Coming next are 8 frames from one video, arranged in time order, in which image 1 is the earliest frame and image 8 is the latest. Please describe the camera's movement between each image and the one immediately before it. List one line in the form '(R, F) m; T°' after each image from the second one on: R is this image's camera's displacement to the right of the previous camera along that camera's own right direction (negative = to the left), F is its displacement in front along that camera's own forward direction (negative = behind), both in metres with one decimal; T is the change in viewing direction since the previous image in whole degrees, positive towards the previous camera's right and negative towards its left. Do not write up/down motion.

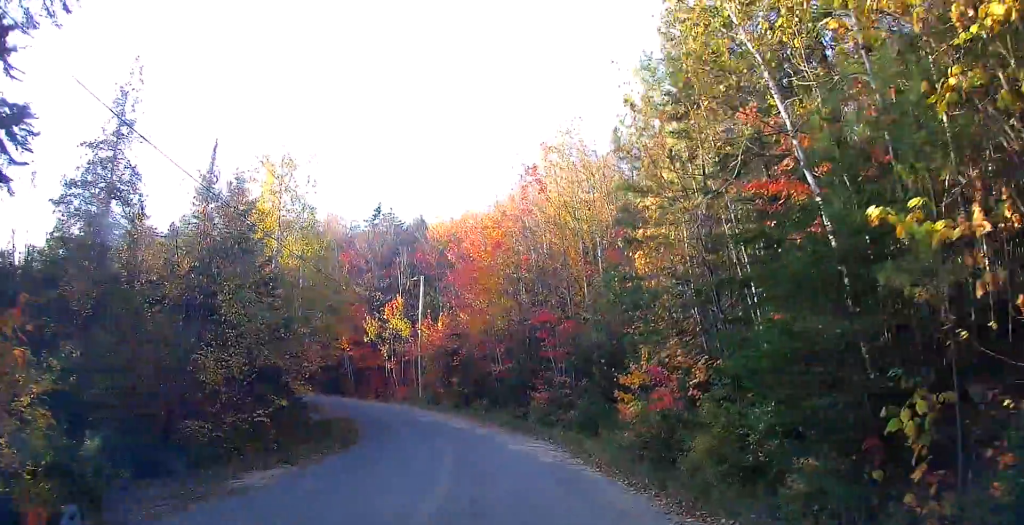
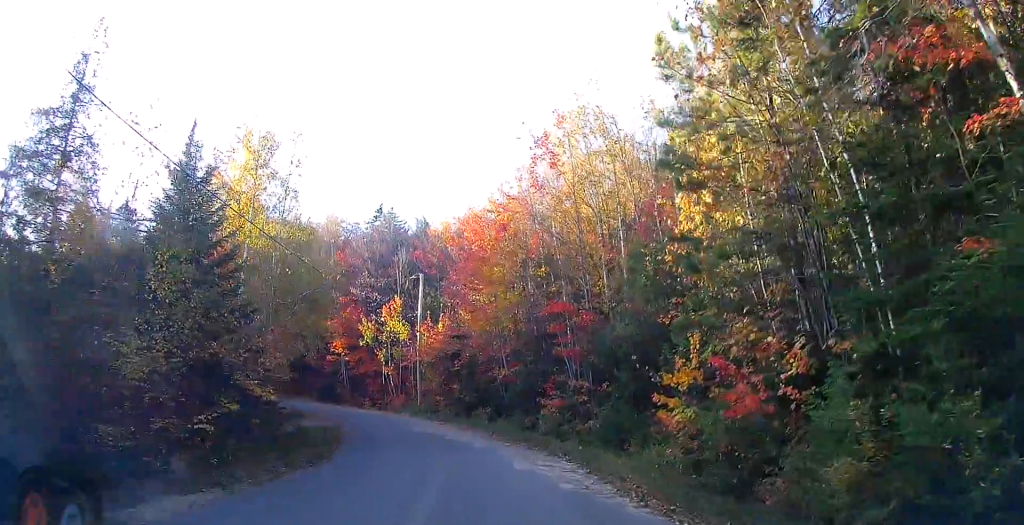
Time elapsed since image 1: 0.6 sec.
(0.0, +4.2) m; 0°
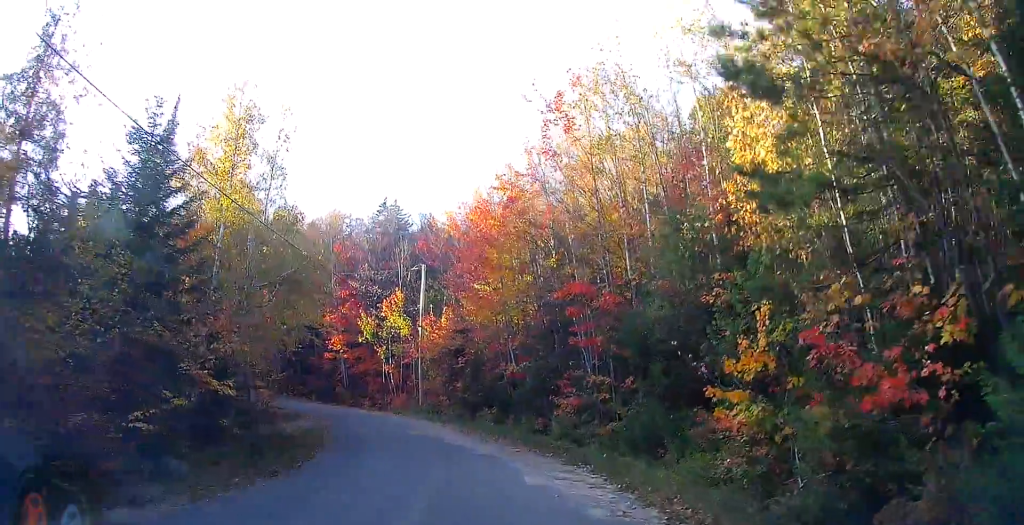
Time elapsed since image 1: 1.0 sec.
(0.0, +3.2) m; 0°
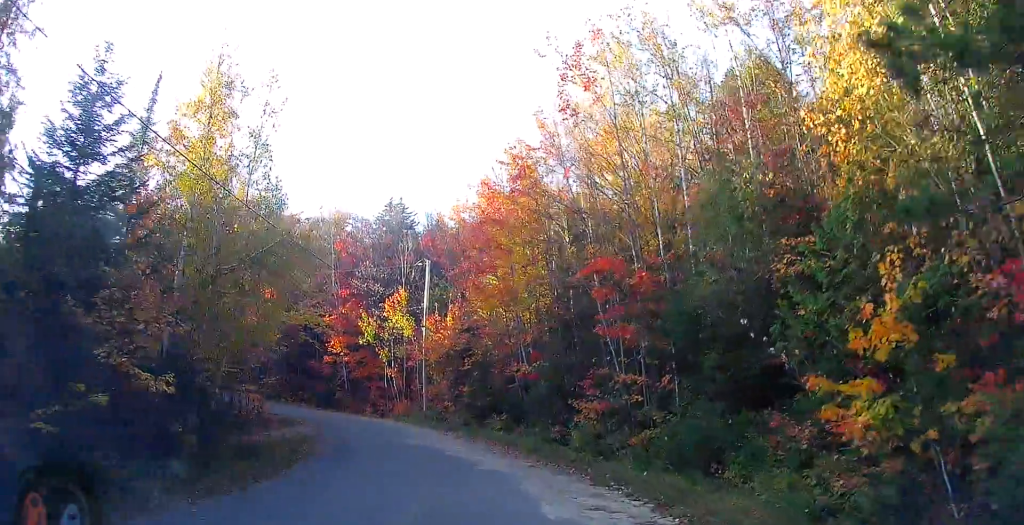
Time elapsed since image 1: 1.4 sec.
(0.0, +3.4) m; -1°
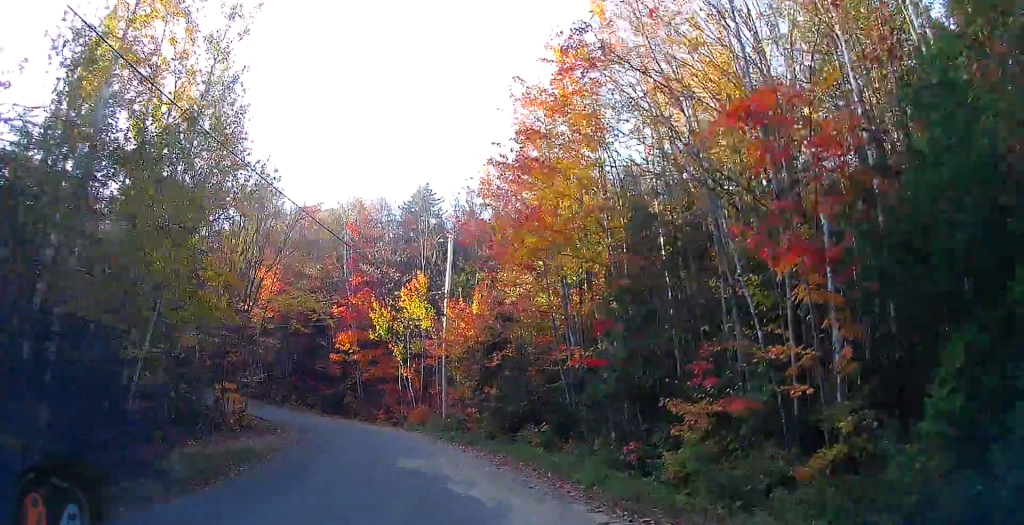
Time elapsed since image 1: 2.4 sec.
(-0.1, +7.8) m; -6°
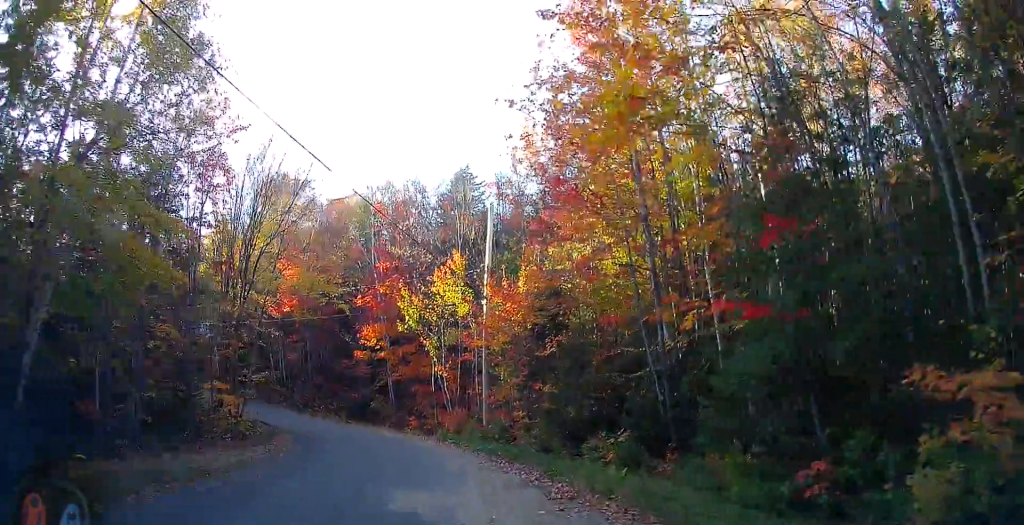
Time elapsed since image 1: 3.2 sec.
(-0.6, +6.2) m; -6°
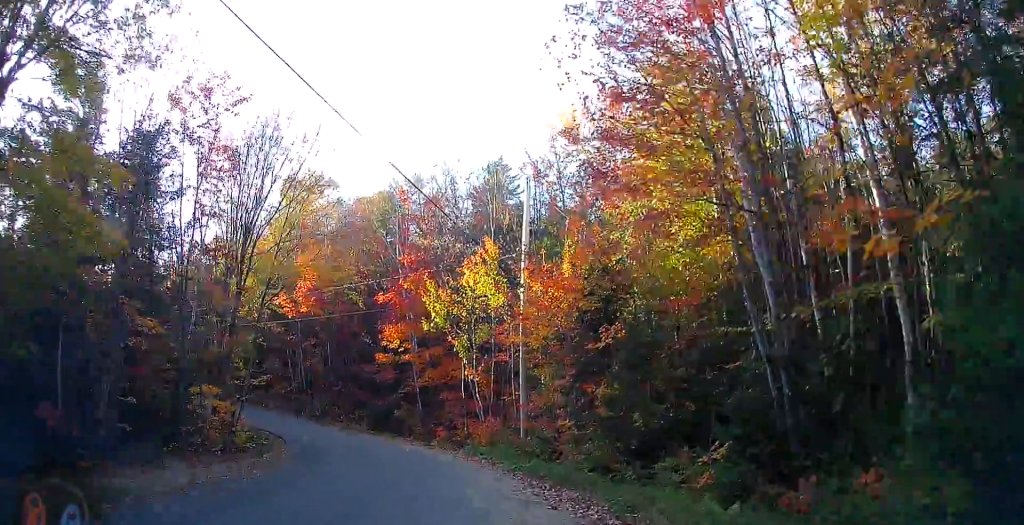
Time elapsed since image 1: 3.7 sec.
(-0.1, +4.2) m; -2°
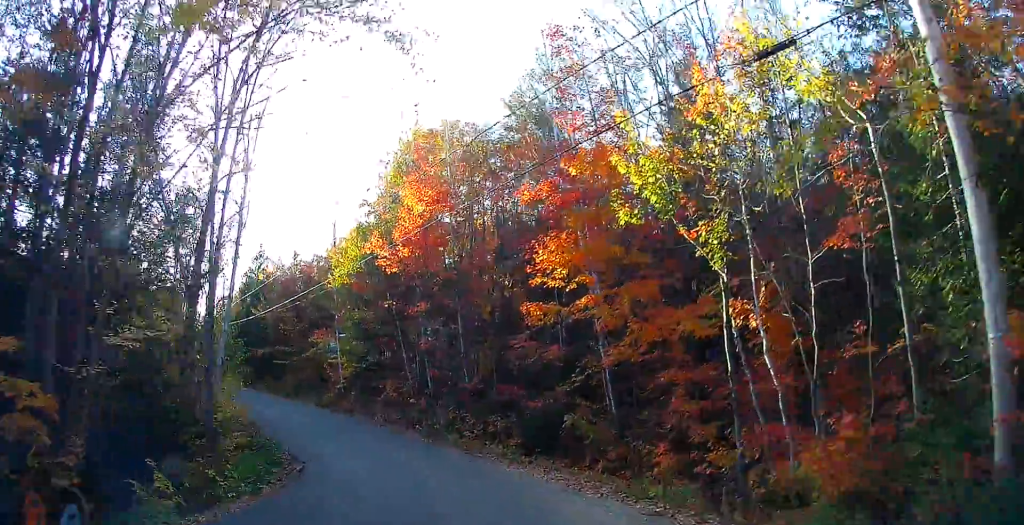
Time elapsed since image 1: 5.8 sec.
(-1.4, +17.3) m; -13°
